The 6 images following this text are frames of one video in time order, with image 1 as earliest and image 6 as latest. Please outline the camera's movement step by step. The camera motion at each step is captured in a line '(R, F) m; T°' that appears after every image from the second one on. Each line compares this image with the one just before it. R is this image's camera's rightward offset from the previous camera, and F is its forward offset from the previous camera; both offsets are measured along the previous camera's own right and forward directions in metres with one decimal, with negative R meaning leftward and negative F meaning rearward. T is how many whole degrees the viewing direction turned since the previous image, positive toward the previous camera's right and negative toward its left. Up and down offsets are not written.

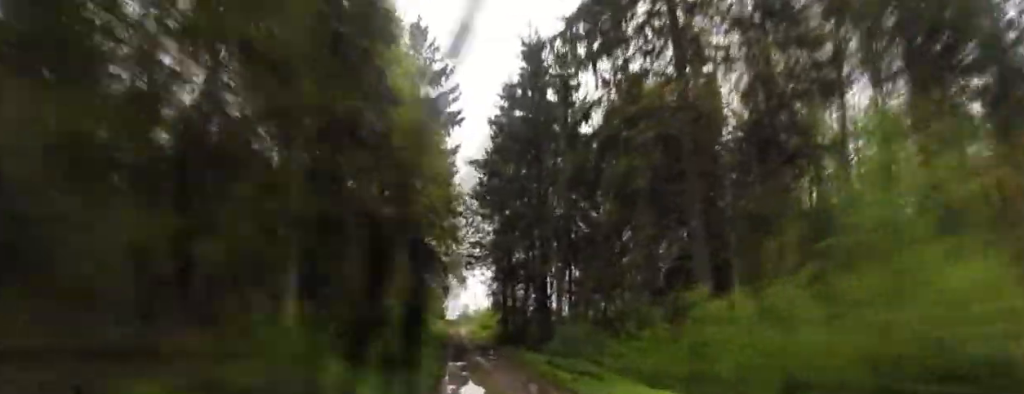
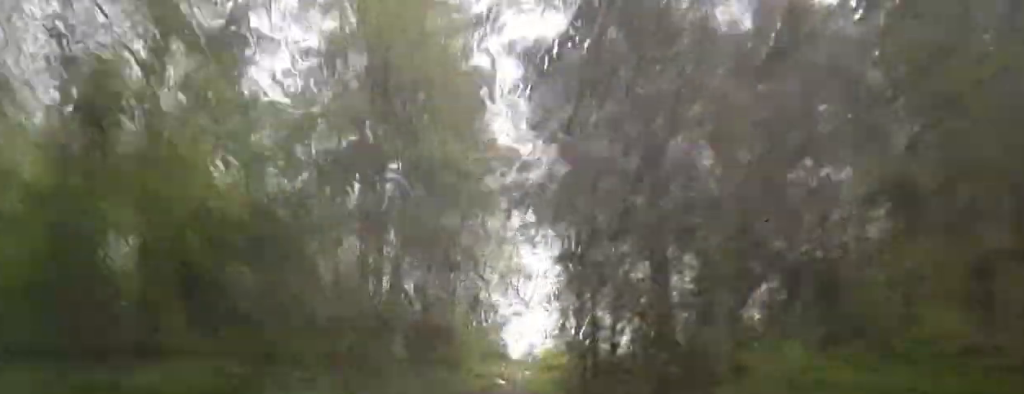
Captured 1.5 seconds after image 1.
(+0.3, +19.8) m; -4°
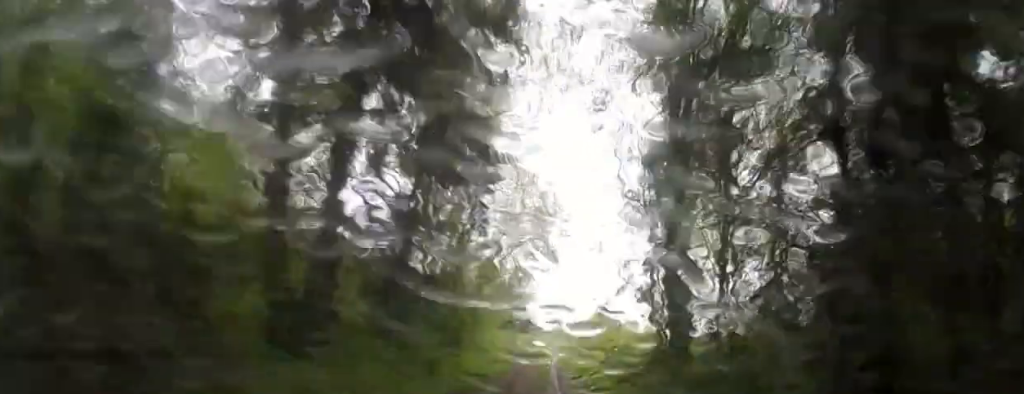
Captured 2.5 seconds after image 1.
(-1.0, +12.2) m; -2°
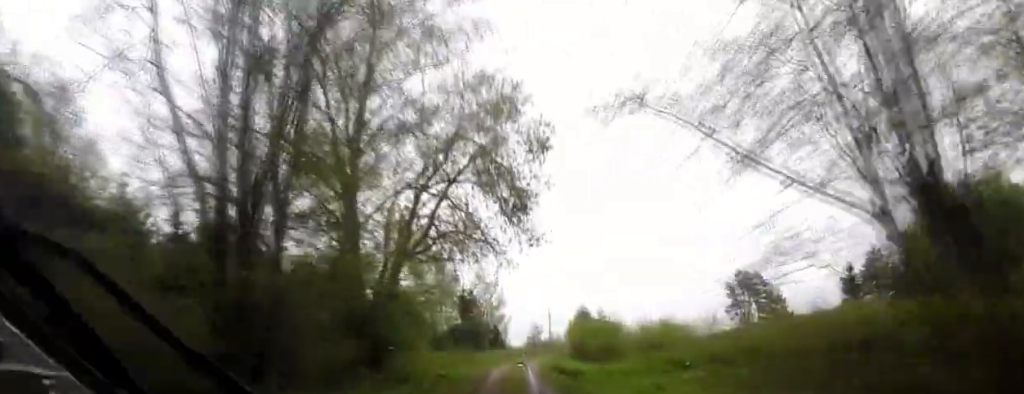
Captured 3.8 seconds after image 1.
(+0.9, +17.0) m; 0°
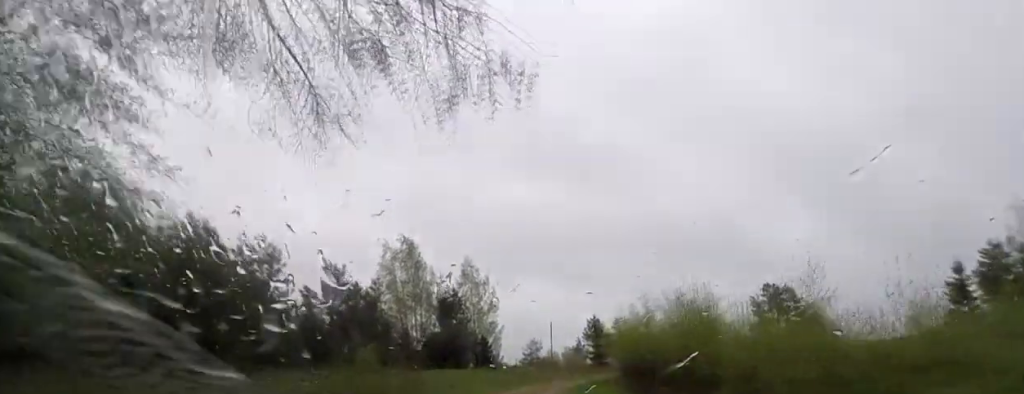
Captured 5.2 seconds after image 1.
(-1.1, +17.6) m; 0°
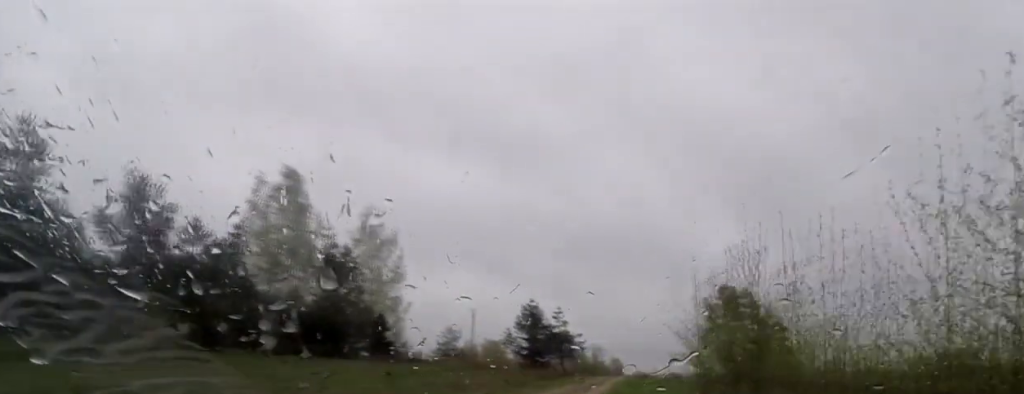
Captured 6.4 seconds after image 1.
(+0.2, +17.5) m; 0°
